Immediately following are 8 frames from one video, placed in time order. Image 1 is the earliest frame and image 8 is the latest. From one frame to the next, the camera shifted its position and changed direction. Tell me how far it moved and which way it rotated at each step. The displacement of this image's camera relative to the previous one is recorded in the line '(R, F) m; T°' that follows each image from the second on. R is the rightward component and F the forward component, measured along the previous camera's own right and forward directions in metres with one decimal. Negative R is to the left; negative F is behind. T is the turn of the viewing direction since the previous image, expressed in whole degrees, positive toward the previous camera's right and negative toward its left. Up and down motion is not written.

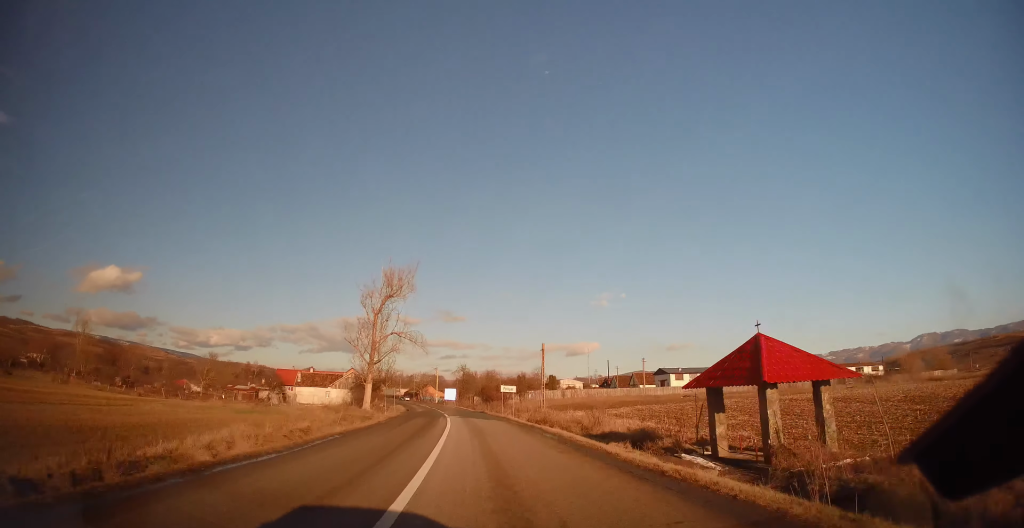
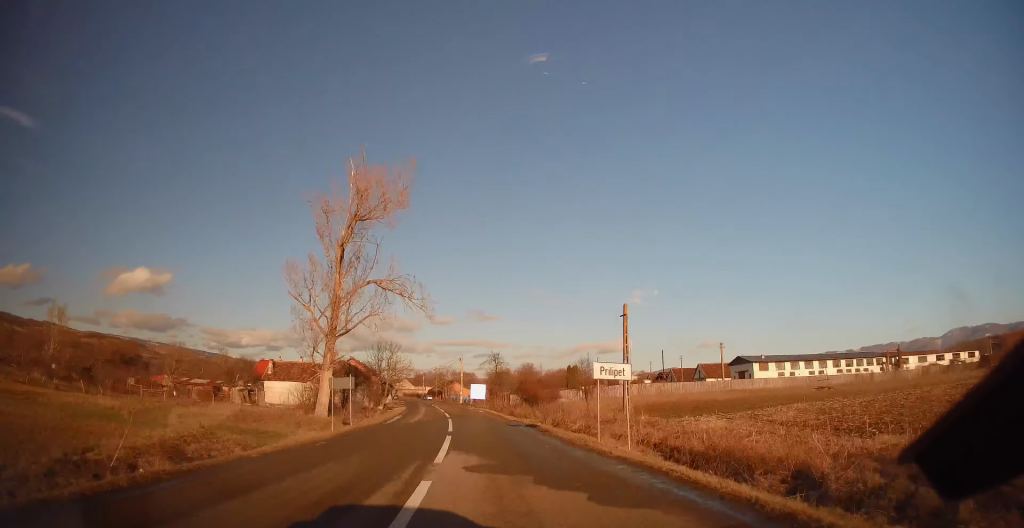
(-1.0, +26.2) m; -3°
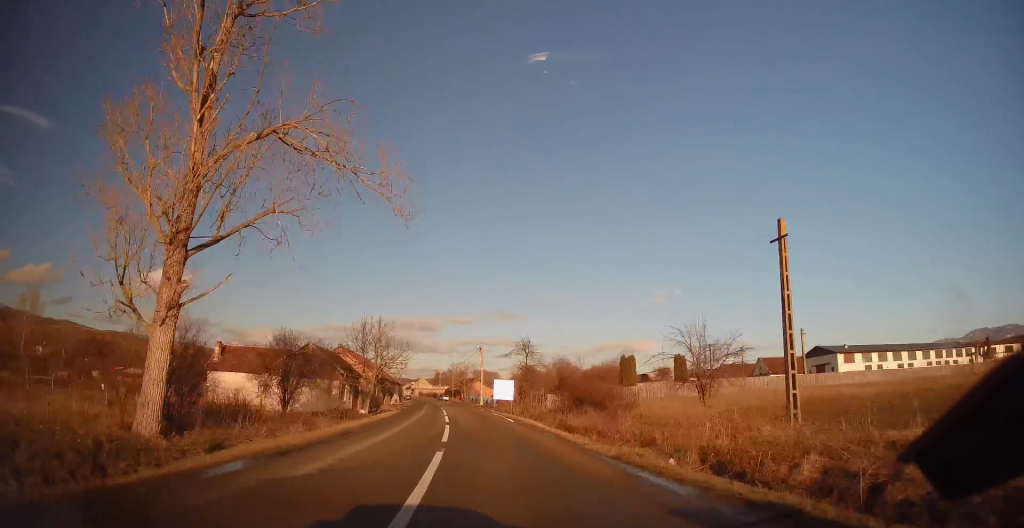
(-0.3, +19.6) m; -2°
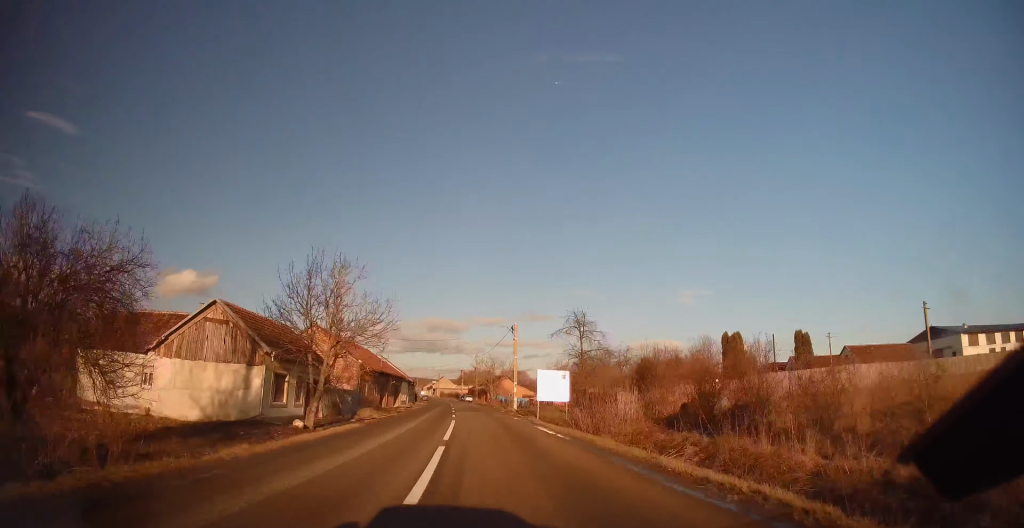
(-0.3, +20.4) m; -2°
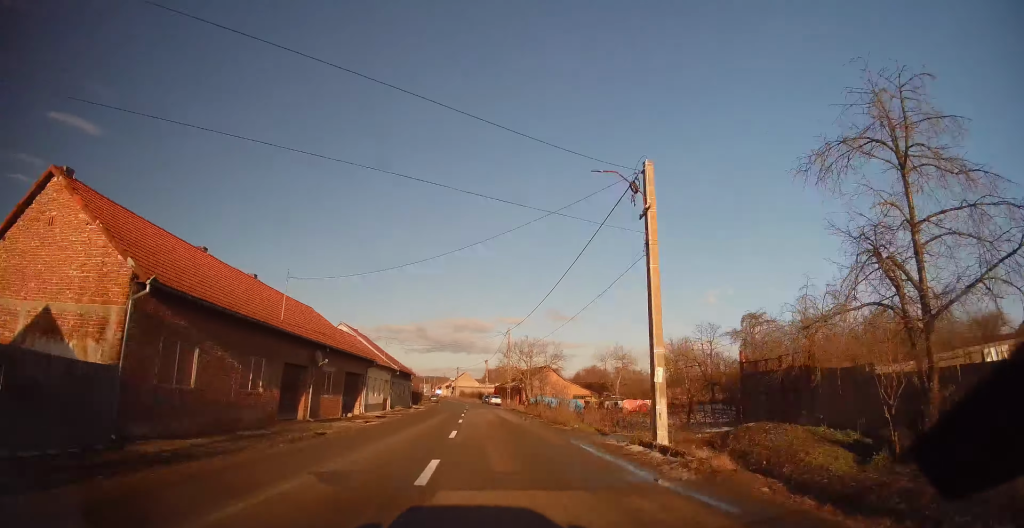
(-0.8, +34.1) m; -3°
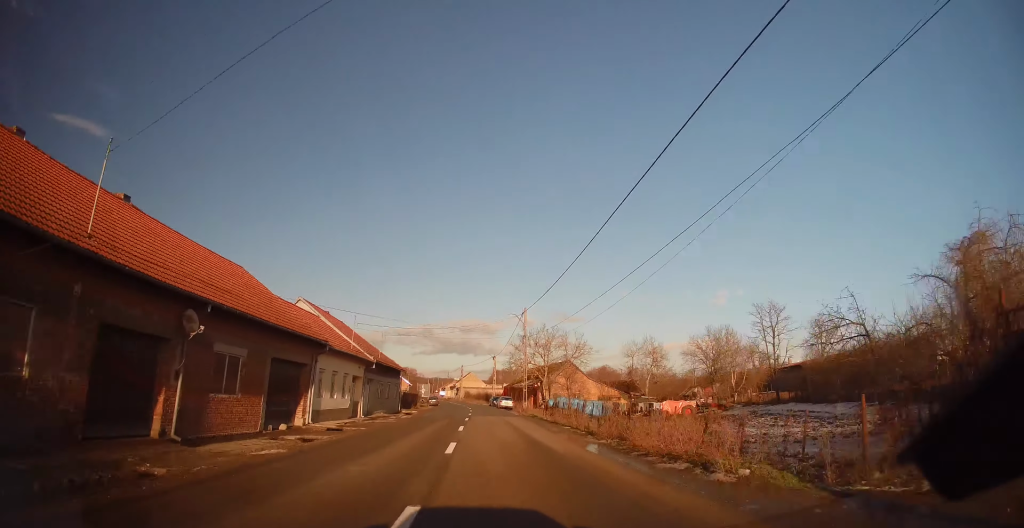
(-0.2, +13.1) m; -1°
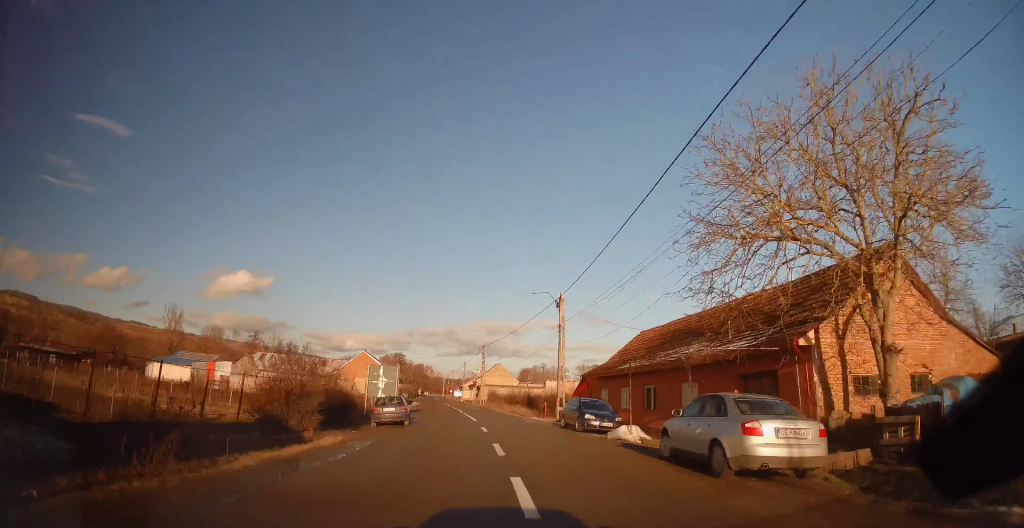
(-1.8, +51.1) m; -3°
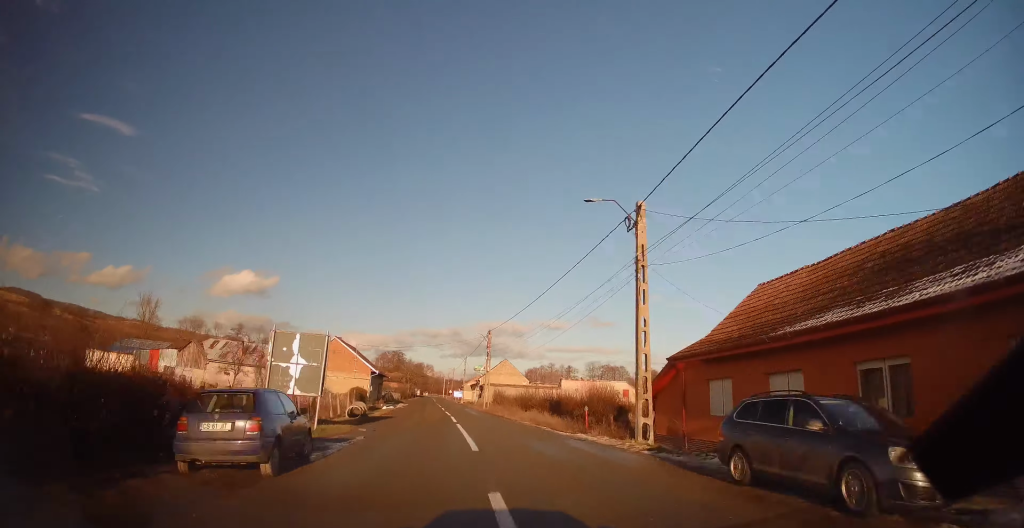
(-0.1, +16.3) m; -1°
